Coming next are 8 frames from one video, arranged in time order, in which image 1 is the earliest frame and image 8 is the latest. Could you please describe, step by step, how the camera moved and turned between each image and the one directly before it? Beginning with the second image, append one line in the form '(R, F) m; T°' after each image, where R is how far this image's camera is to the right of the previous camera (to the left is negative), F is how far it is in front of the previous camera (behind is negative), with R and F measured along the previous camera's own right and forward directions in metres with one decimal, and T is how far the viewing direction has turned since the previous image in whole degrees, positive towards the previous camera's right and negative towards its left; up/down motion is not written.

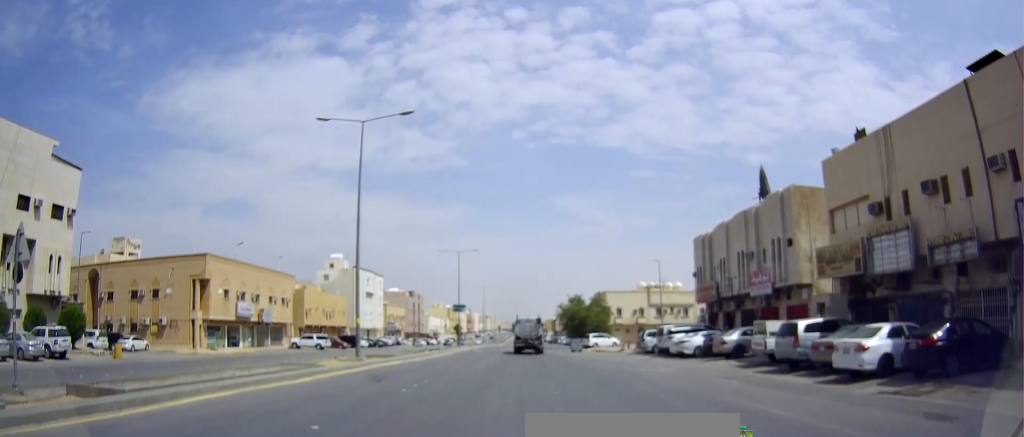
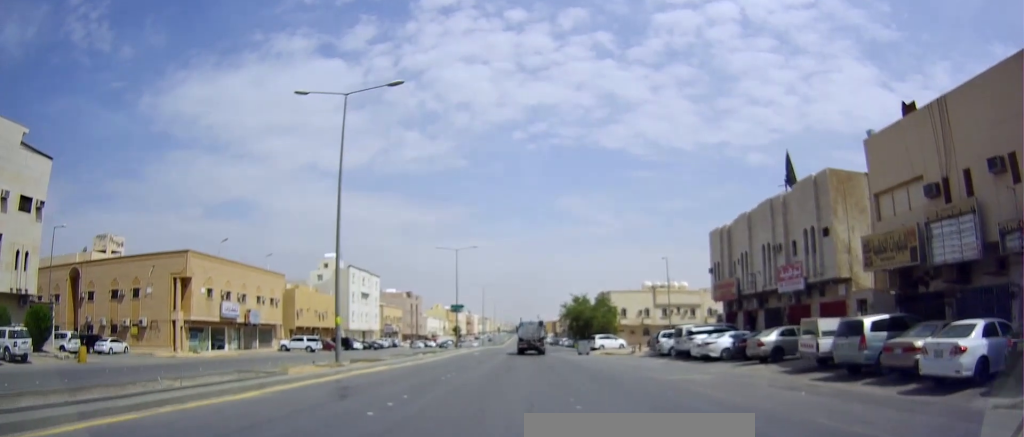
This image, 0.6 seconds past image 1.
(0.0, +3.6) m; +1°
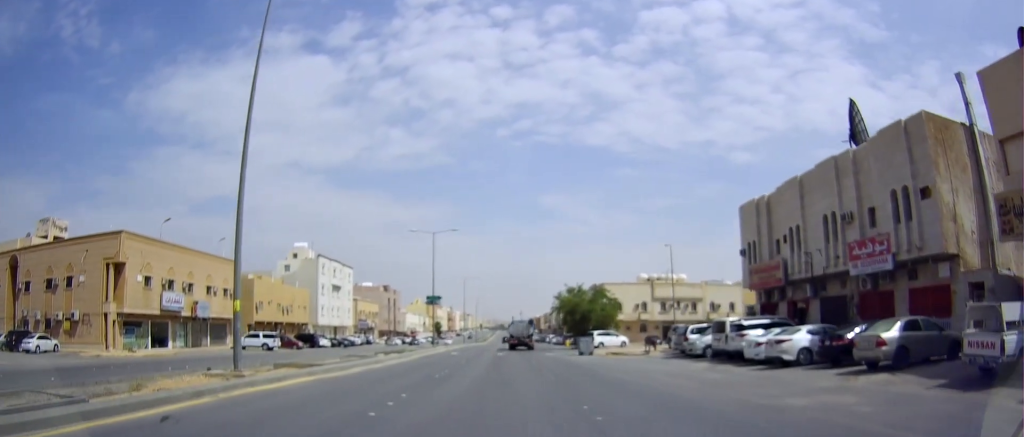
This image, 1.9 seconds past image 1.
(+0.2, +8.6) m; +1°
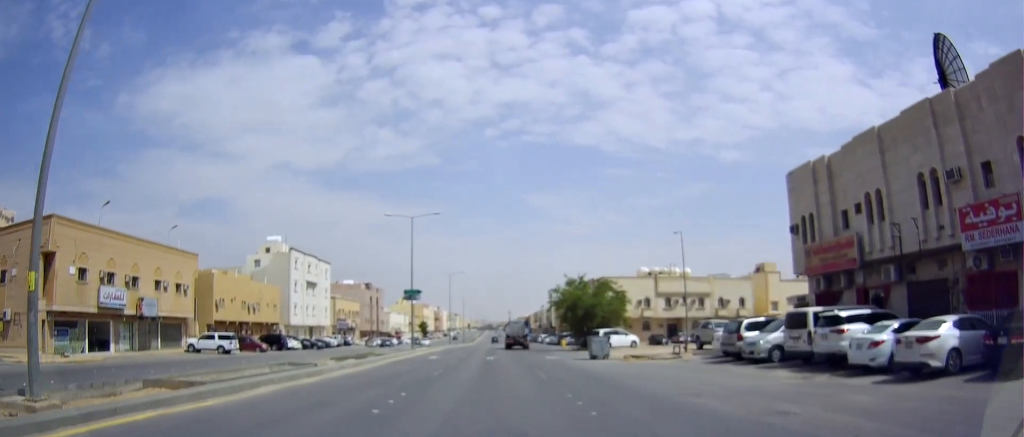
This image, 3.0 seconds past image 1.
(+0.1, +8.1) m; 0°
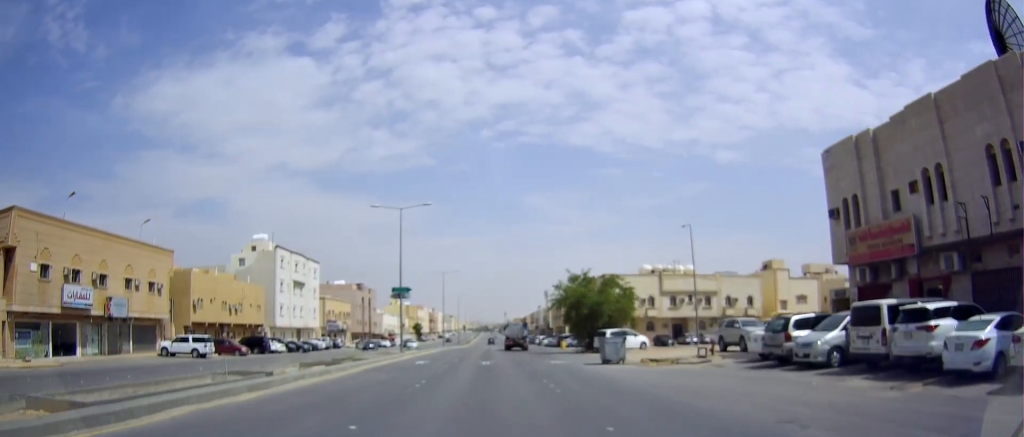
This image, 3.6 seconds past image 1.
(+0.1, +4.3) m; -1°
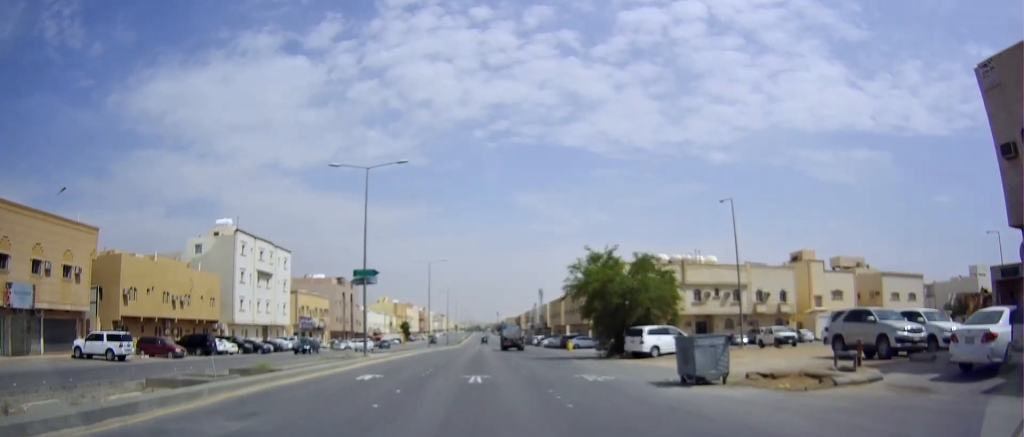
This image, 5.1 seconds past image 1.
(-0.2, +12.2) m; +2°
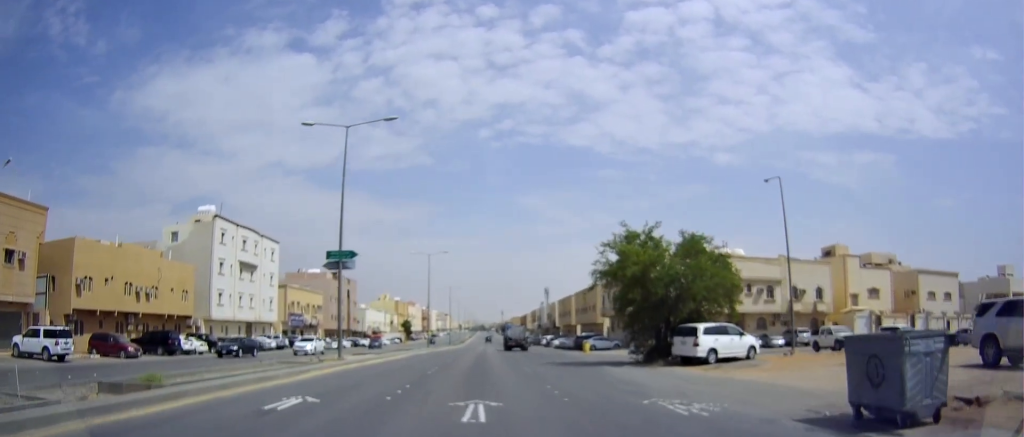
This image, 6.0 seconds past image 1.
(+0.2, +7.7) m; +1°
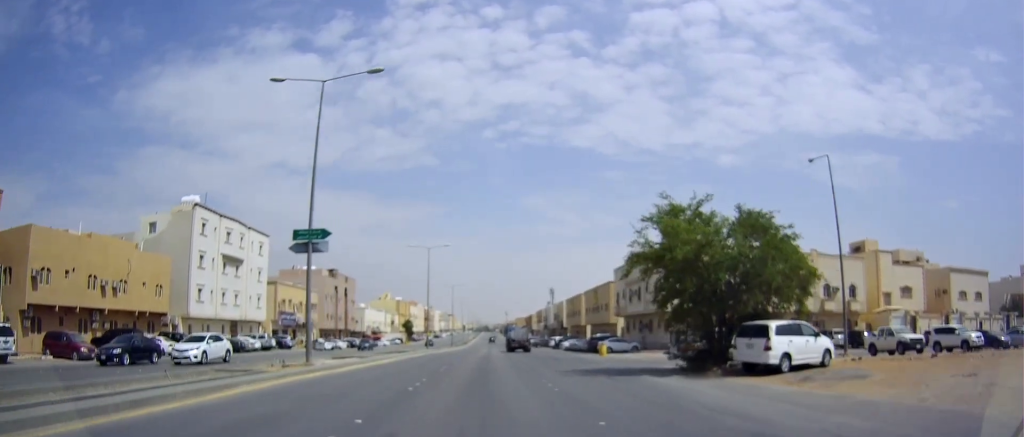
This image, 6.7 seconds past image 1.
(0.0, +6.1) m; -1°
